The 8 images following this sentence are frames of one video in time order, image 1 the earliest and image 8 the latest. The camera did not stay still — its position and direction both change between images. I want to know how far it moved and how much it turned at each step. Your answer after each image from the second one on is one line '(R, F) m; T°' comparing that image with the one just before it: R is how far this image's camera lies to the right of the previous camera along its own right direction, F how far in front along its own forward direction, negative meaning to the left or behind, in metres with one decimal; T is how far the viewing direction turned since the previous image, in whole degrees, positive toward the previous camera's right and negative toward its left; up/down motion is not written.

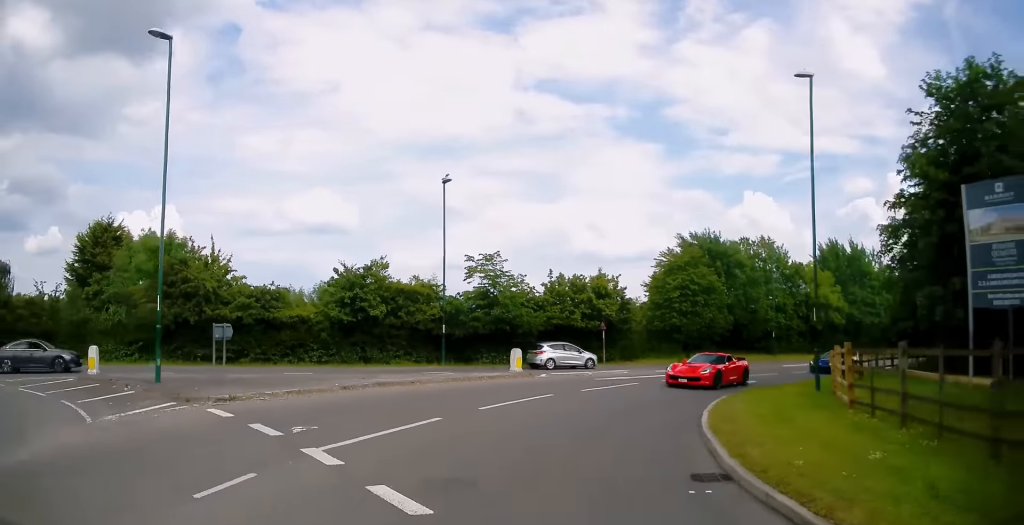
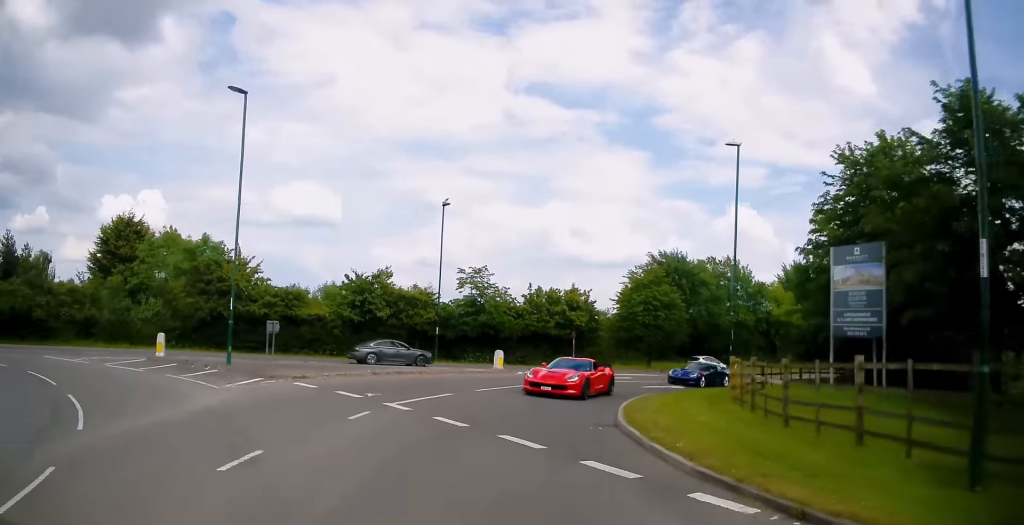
(-0.1, +6.1) m; +2°
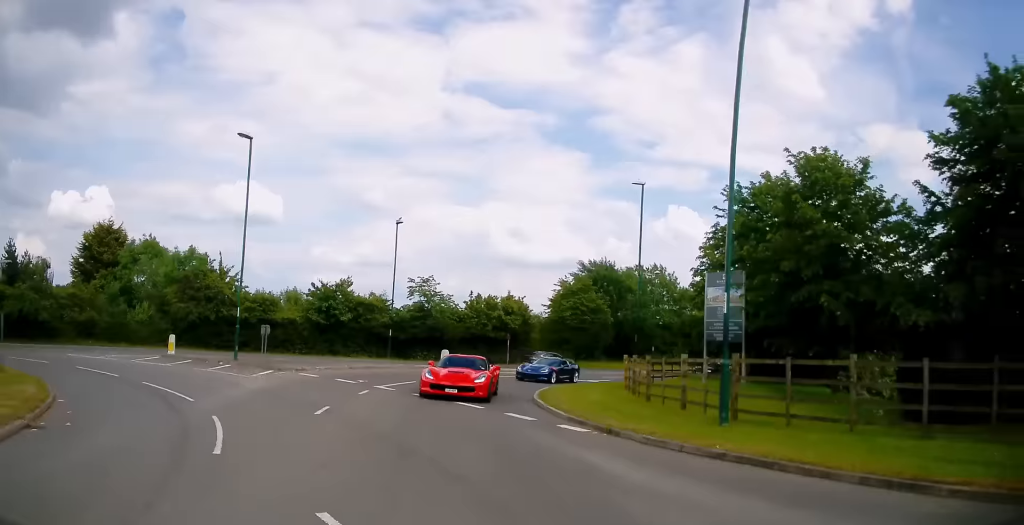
(+0.3, +6.0) m; +9°
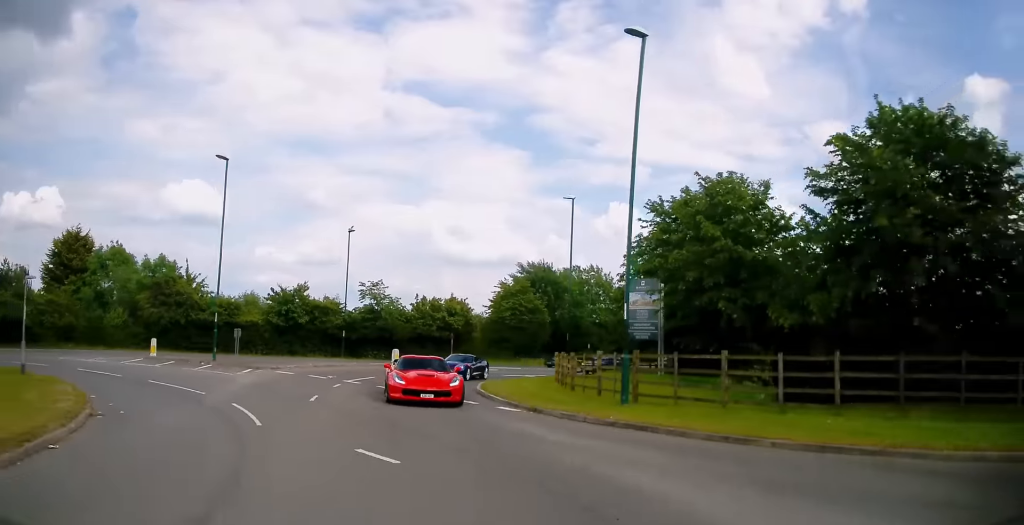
(-0.2, +3.4) m; +7°
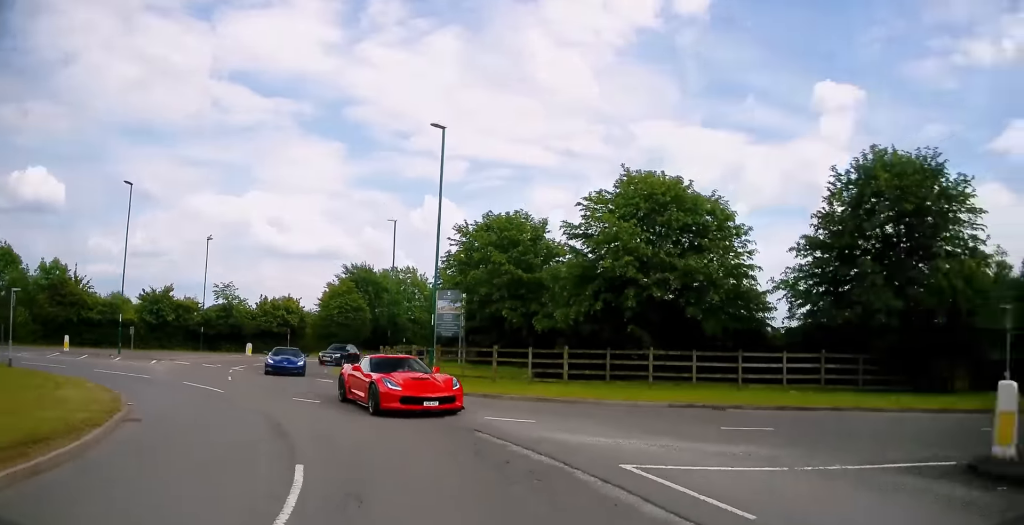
(+1.5, +8.2) m; +15°
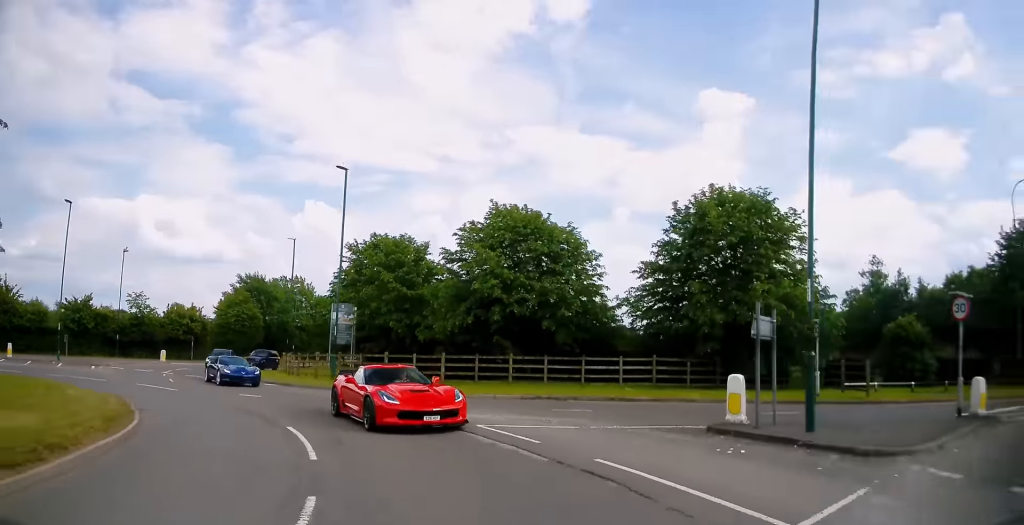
(-0.1, +5.1) m; +10°
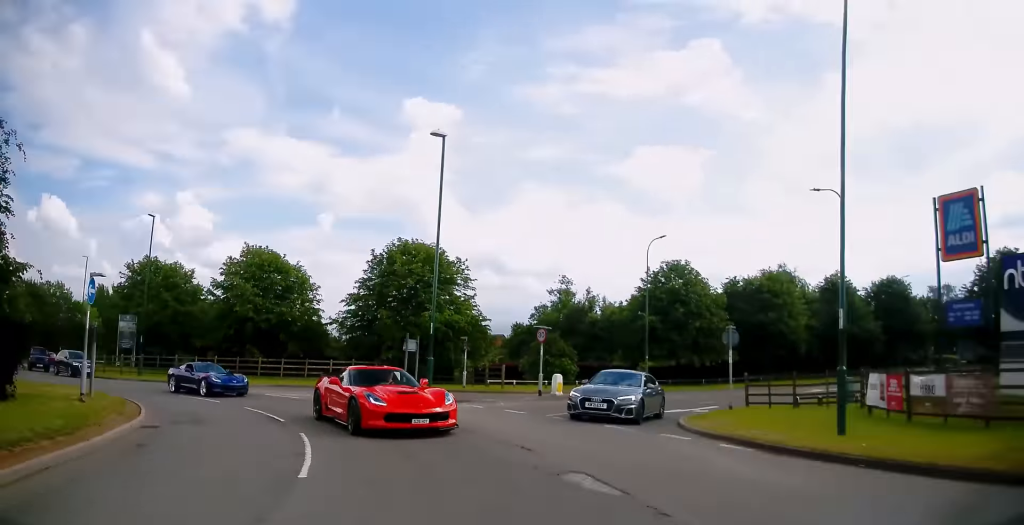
(+3.8, +11.4) m; +32°
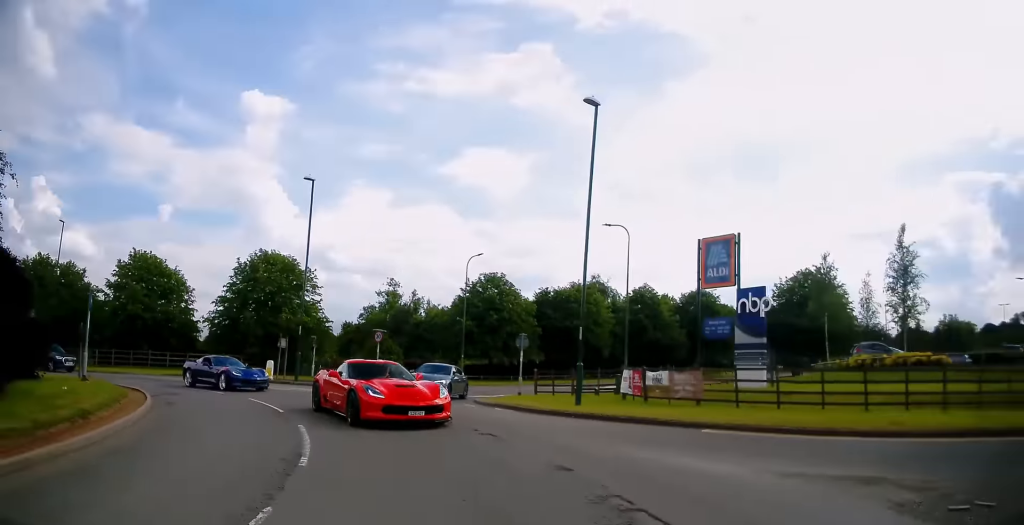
(+1.0, +7.4) m; +13°
